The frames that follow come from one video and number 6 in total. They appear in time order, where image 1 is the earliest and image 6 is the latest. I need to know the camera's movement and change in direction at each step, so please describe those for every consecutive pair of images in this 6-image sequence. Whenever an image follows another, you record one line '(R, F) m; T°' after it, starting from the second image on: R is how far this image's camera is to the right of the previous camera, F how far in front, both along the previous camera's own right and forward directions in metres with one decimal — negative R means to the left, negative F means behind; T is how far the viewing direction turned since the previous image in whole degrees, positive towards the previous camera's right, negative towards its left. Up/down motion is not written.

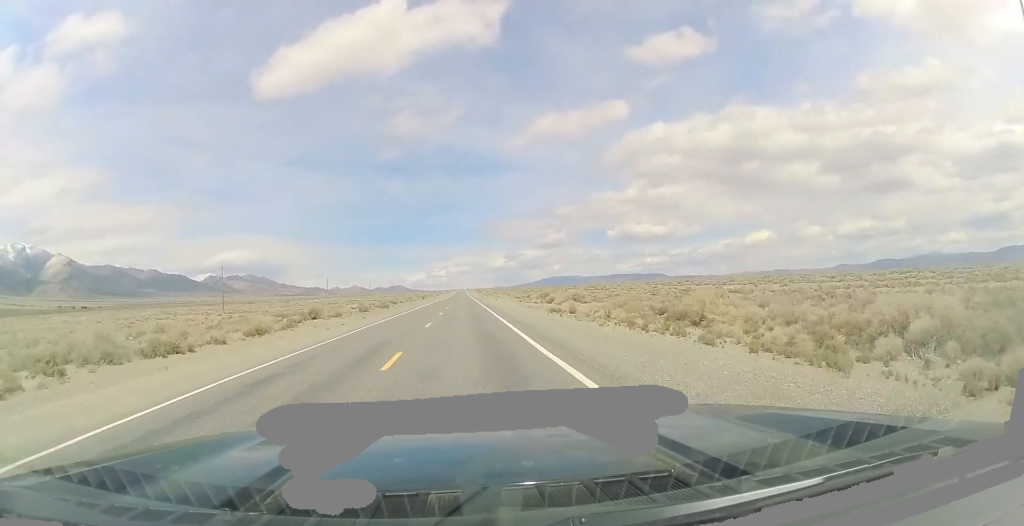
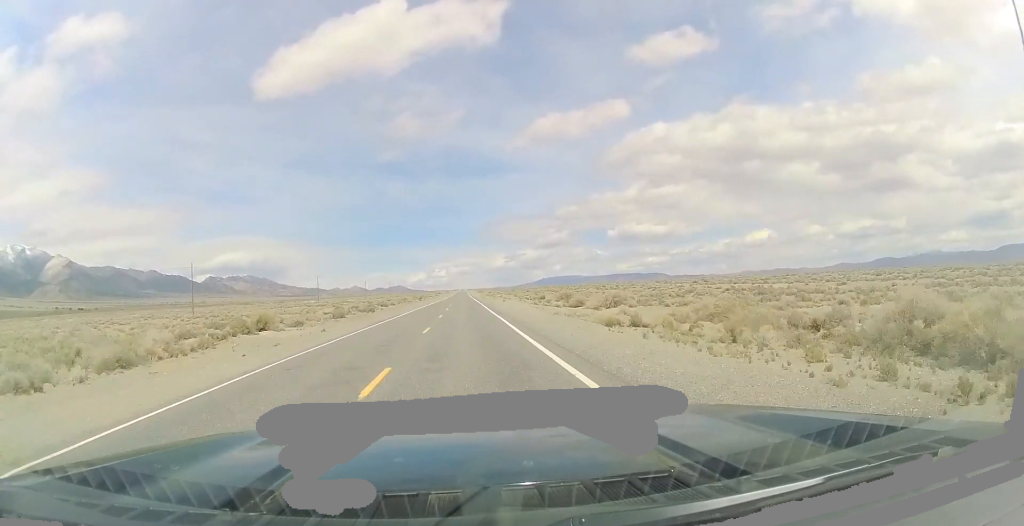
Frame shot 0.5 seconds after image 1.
(+0.1, +16.5) m; -1°
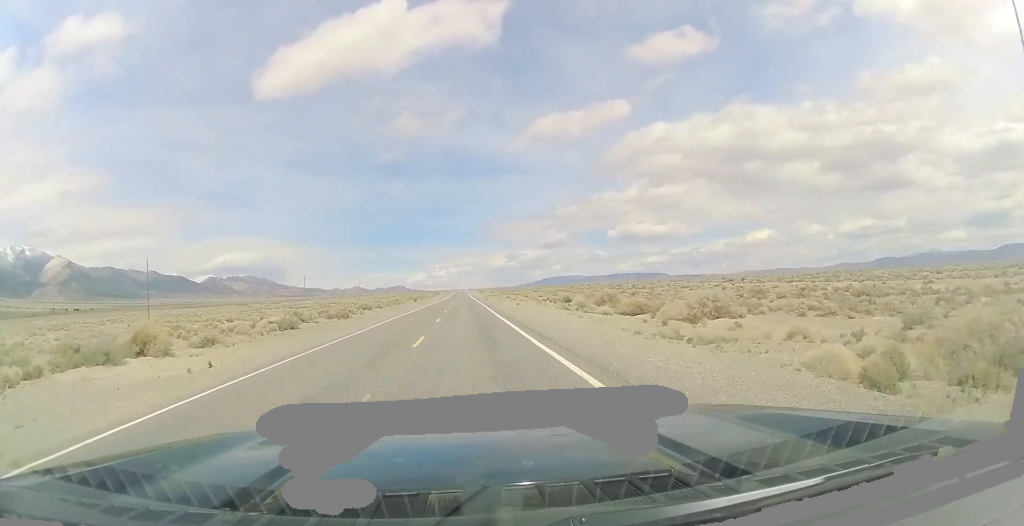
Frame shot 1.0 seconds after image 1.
(-0.1, +18.9) m; 0°
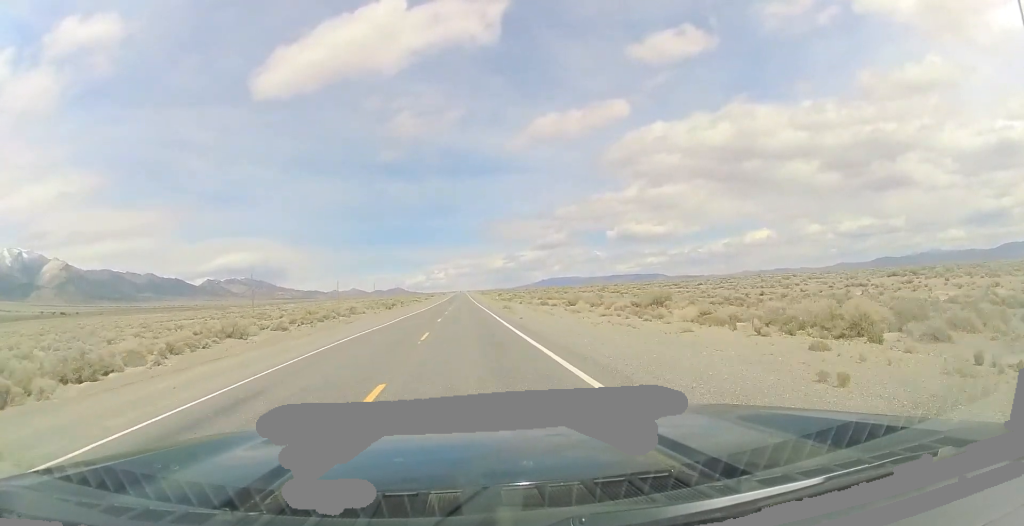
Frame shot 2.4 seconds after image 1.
(+0.3, +51.0) m; +1°
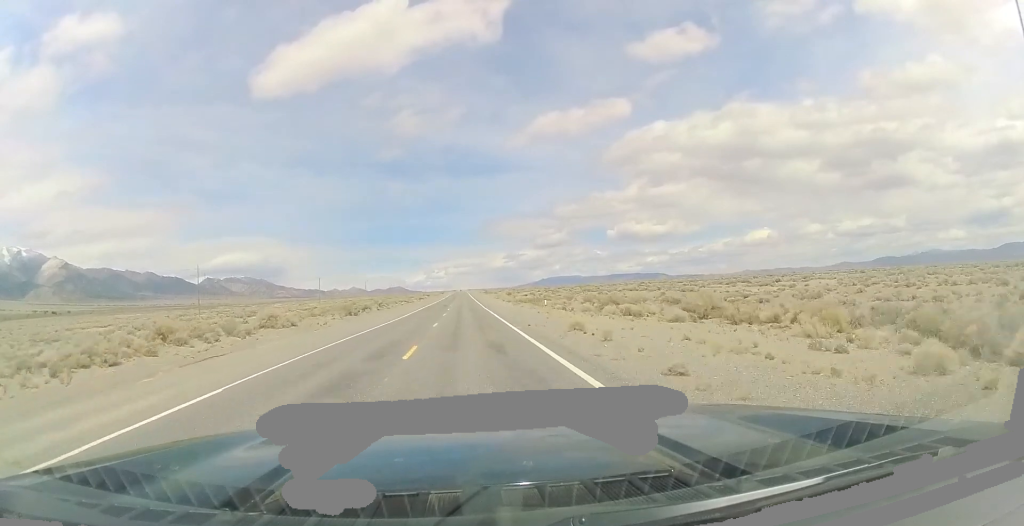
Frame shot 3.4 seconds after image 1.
(+0.1, +33.4) m; 0°
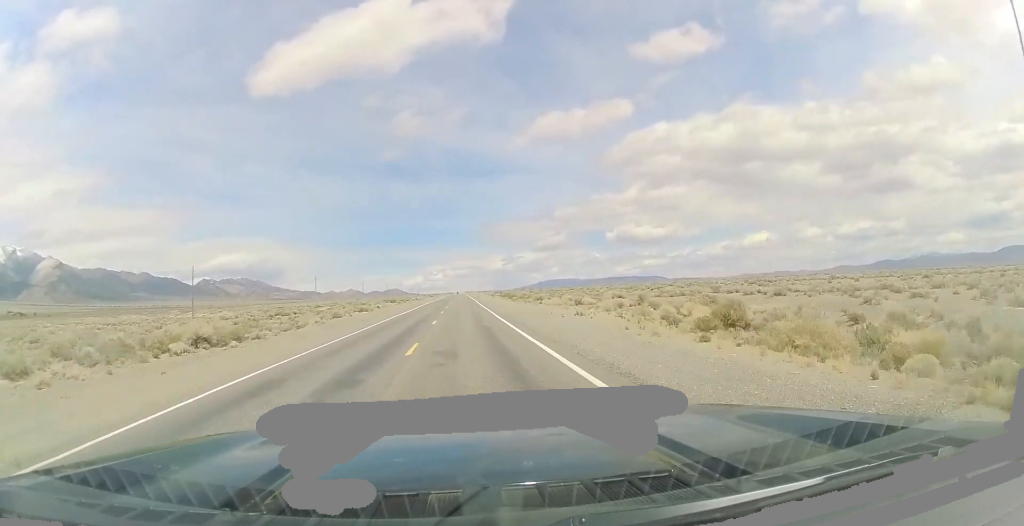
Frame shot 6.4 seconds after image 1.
(-1.1, +109.9) m; 0°
